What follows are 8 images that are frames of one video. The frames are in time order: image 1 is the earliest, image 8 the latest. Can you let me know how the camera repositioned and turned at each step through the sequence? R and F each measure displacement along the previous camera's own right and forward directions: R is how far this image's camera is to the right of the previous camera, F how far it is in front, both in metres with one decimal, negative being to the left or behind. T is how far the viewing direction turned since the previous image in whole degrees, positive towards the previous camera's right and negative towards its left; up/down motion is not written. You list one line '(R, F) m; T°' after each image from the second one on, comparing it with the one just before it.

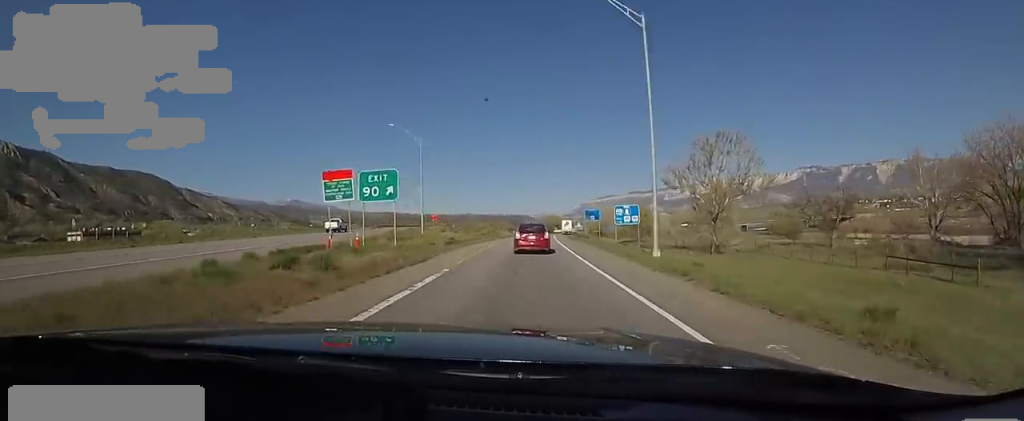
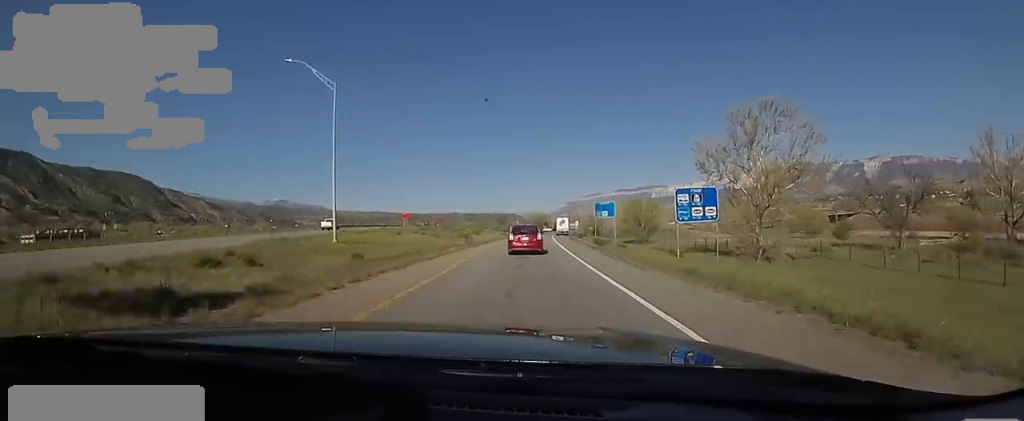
(-1.1, +21.6) m; -1°
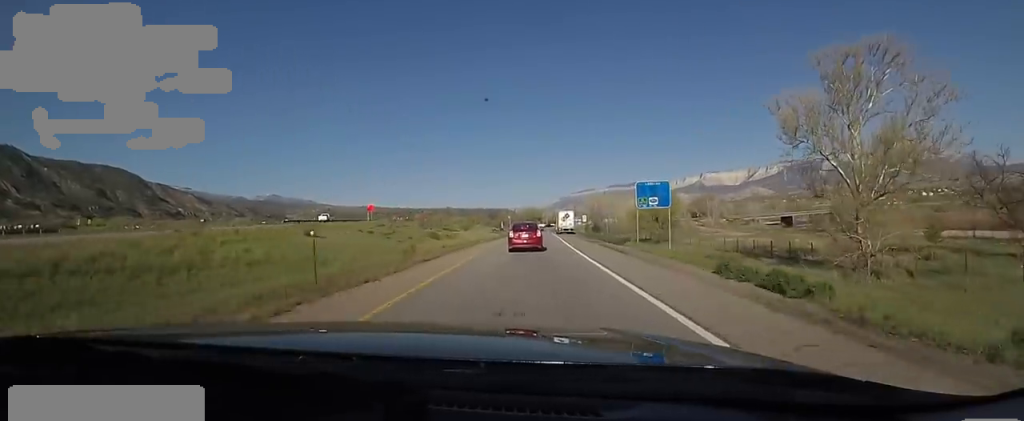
(+1.3, +22.9) m; +4°
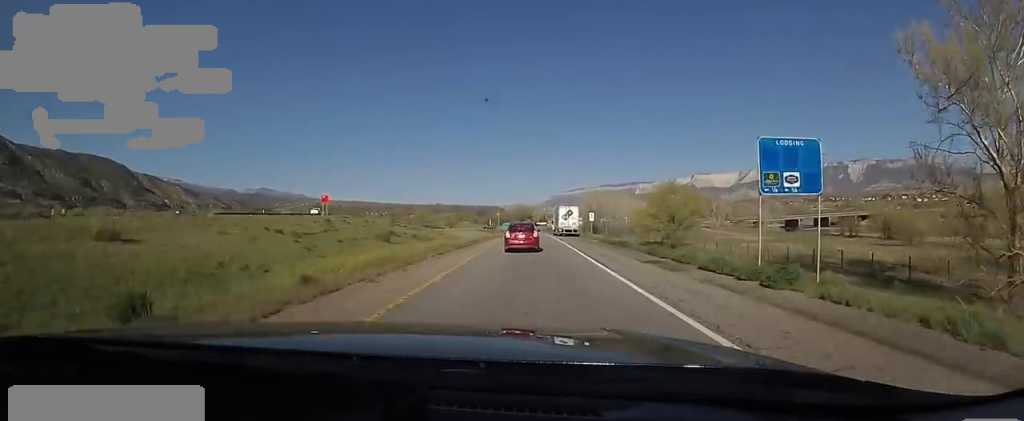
(0.0, +17.9) m; 0°
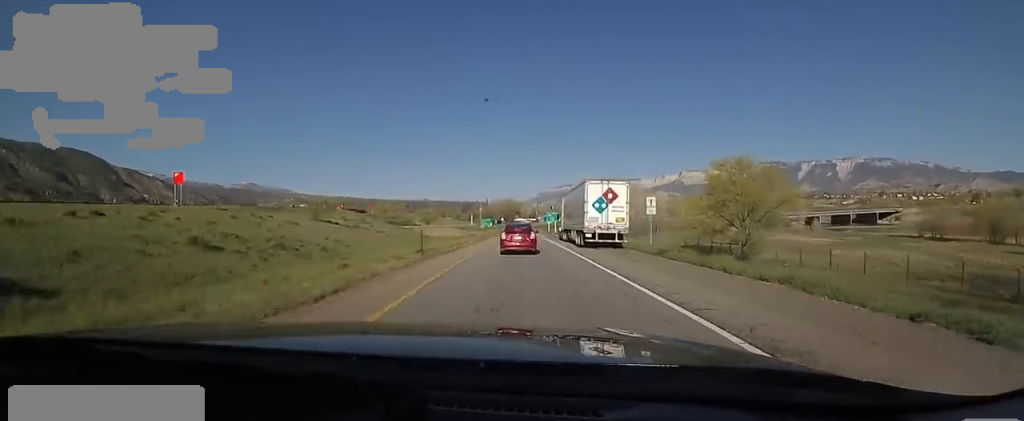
(-0.3, +32.8) m; -1°
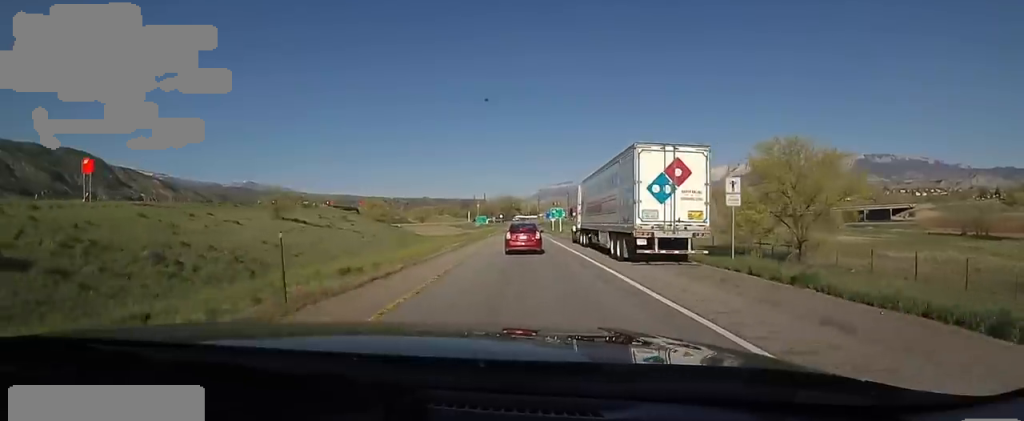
(0.0, +11.6) m; 0°
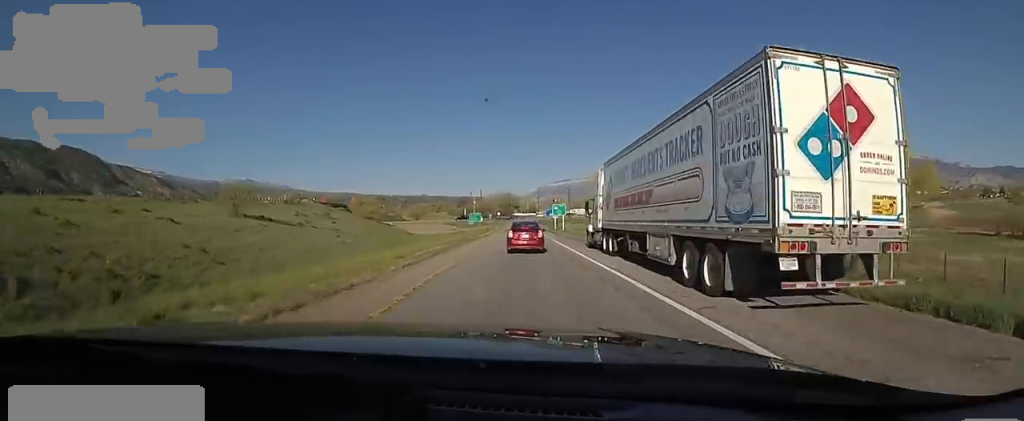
(0.0, +8.6) m; 0°
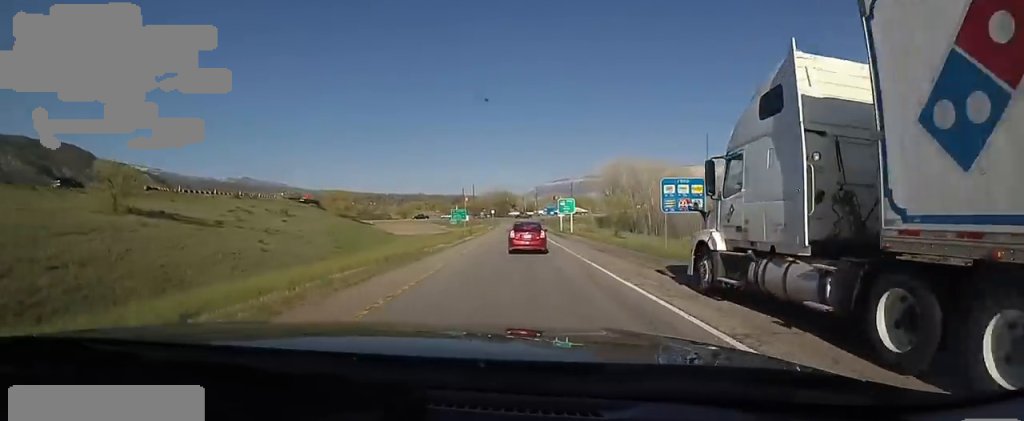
(0.0, +16.7) m; +5°
